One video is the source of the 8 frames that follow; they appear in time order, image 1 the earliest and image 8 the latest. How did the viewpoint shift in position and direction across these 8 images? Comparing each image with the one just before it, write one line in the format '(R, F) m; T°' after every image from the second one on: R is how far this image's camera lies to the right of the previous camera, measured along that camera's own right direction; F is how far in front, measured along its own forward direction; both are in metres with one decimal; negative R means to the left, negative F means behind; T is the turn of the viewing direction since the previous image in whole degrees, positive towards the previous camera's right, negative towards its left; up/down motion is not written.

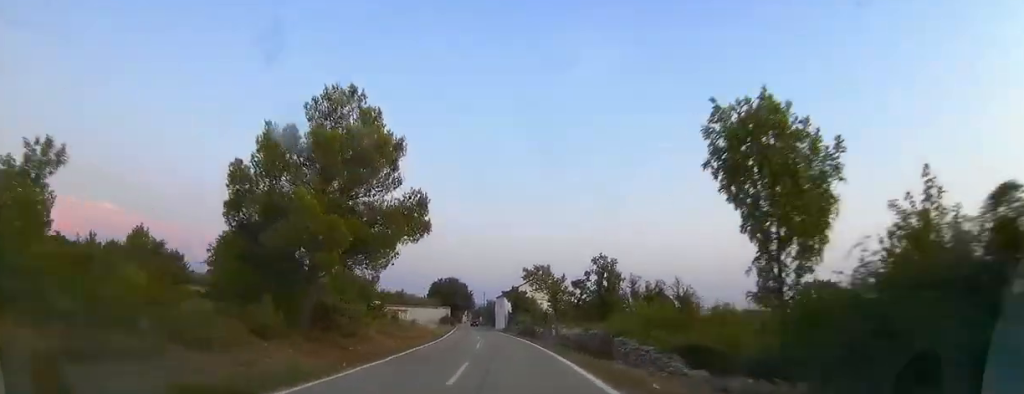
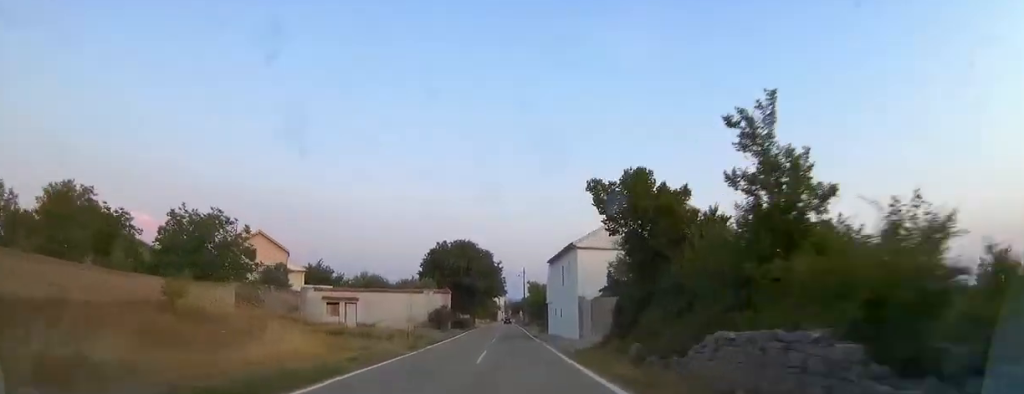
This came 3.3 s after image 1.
(-1.4, +53.7) m; -4°
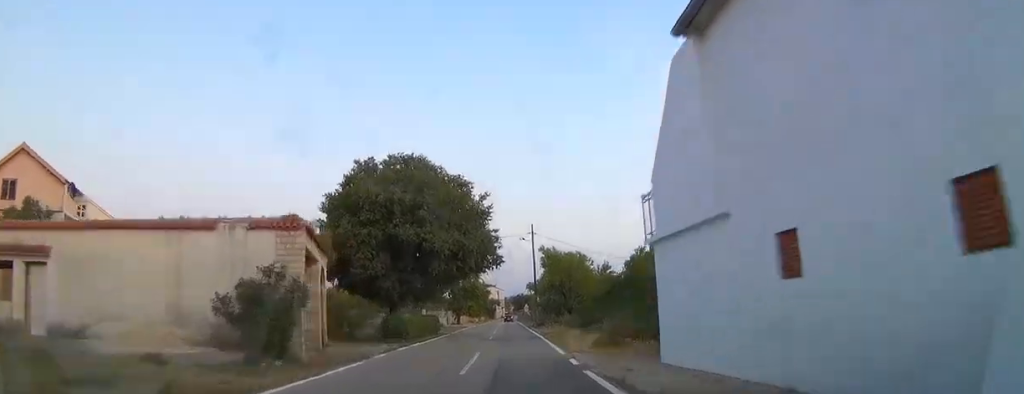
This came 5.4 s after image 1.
(-0.6, +34.5) m; -1°
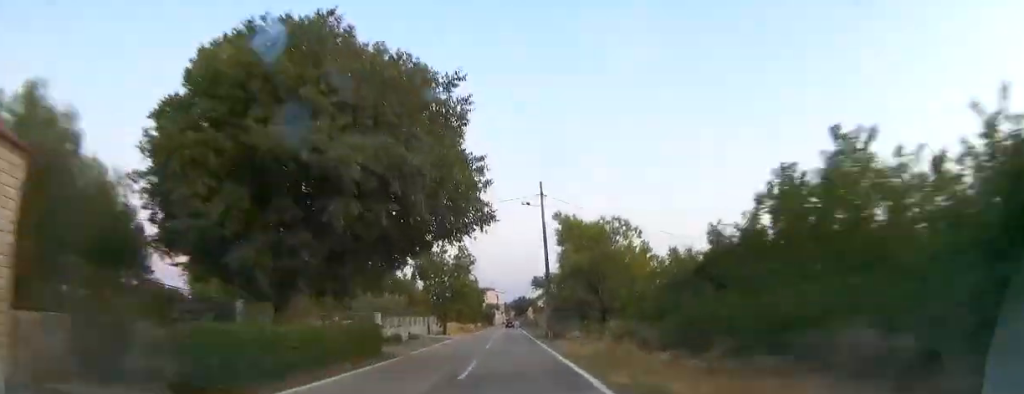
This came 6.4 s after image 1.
(0.0, +15.8) m; 0°
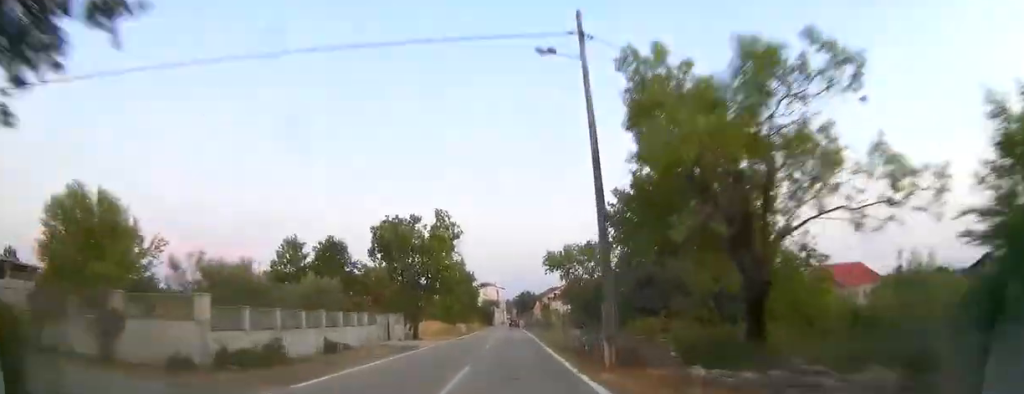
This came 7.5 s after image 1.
(0.0, +17.8) m; 0°
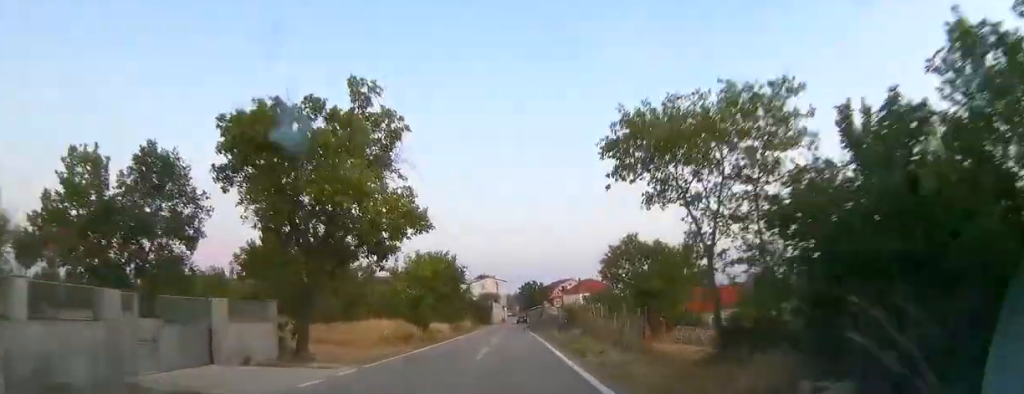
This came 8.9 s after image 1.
(+0.1, +21.4) m; -1°
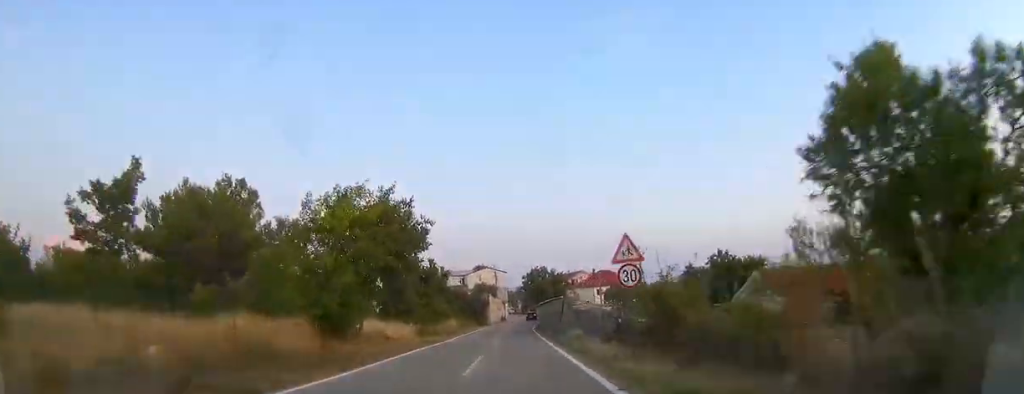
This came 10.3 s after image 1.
(-0.2, +19.9) m; 0°
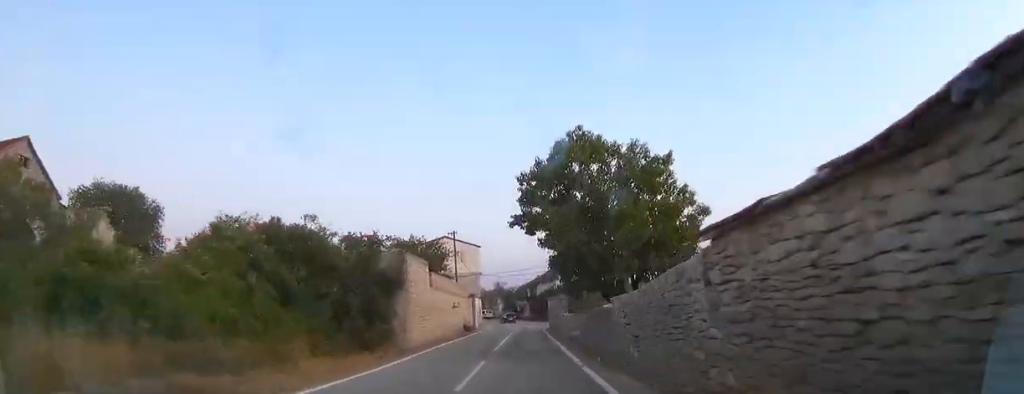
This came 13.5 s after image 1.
(+0.2, +46.7) m; +2°
